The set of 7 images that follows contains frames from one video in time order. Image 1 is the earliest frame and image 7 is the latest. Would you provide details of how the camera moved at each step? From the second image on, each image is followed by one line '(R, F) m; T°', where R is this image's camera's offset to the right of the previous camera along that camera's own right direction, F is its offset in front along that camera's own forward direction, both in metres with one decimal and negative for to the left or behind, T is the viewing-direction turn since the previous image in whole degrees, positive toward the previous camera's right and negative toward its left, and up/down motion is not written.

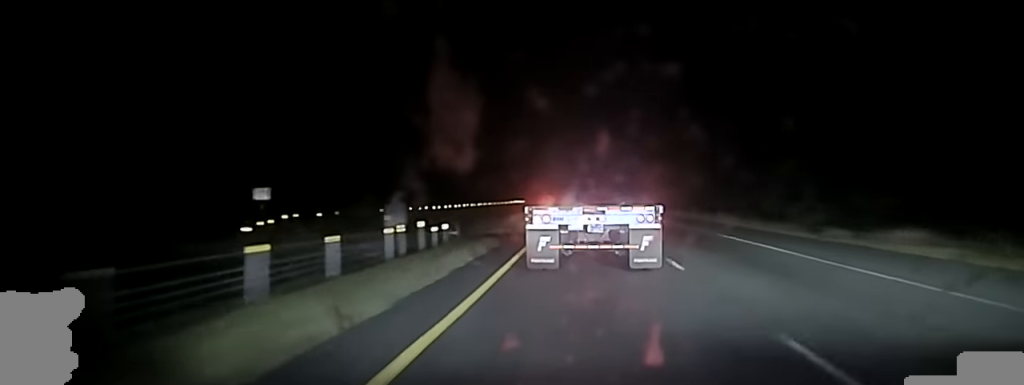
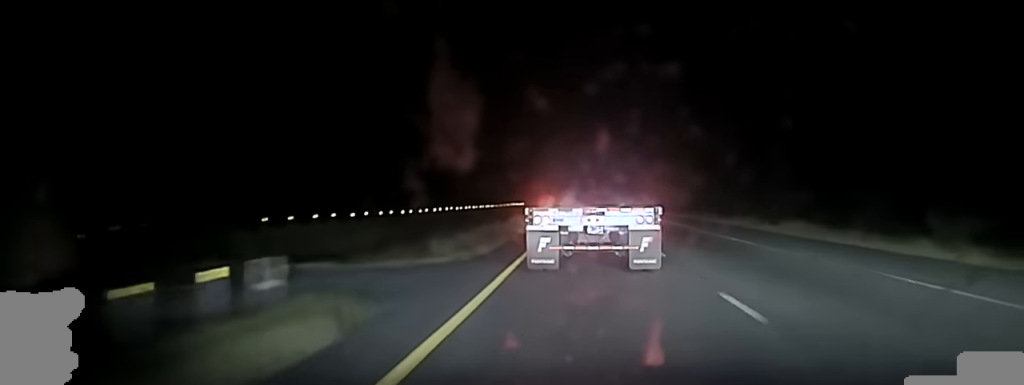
(-0.2, +20.2) m; 0°
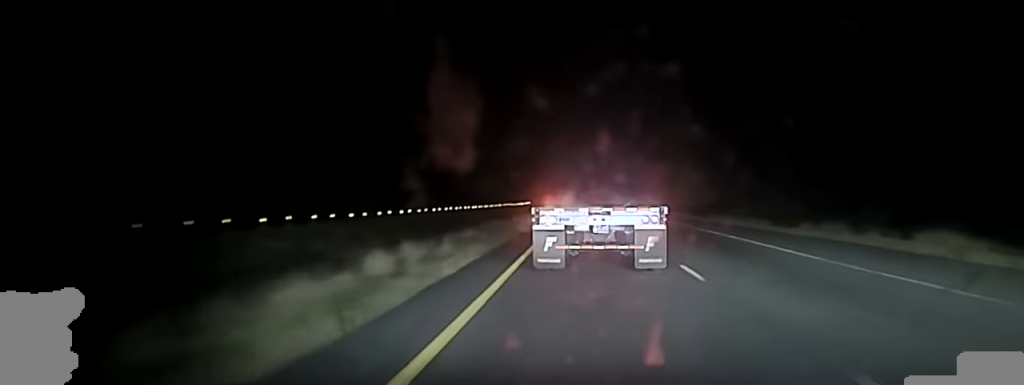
(-0.4, +19.2) m; +1°
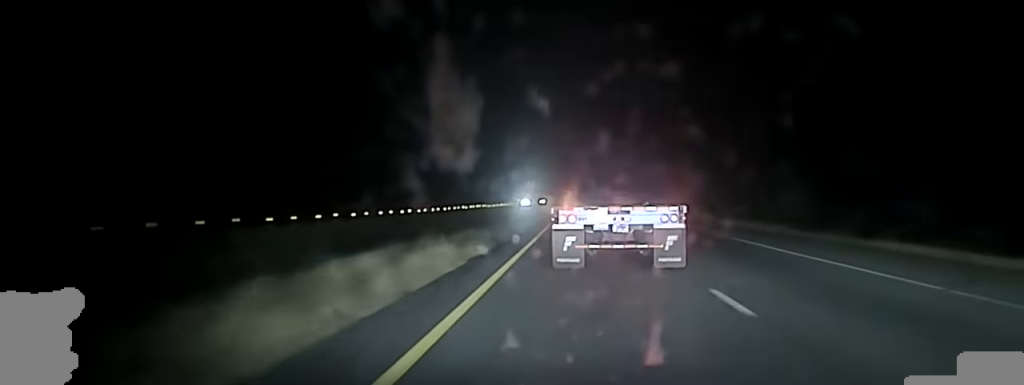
(+0.8, +54.3) m; 0°
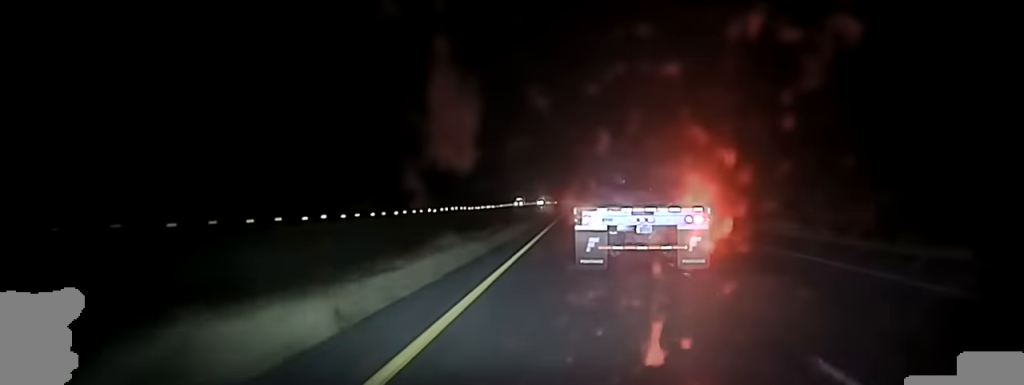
(-0.3, +30.0) m; 0°
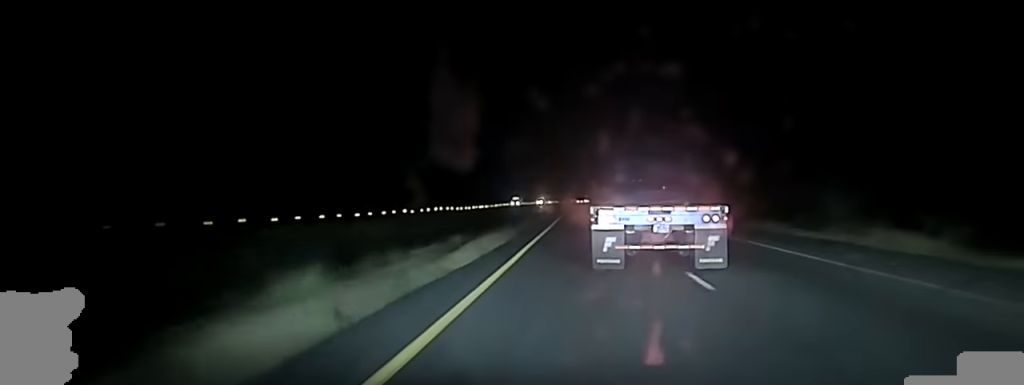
(-0.2, +15.1) m; +1°
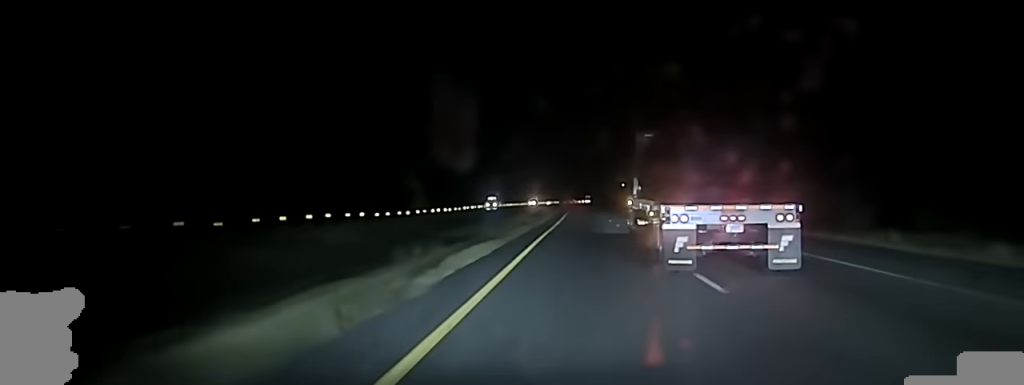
(+0.6, +48.7) m; 0°
